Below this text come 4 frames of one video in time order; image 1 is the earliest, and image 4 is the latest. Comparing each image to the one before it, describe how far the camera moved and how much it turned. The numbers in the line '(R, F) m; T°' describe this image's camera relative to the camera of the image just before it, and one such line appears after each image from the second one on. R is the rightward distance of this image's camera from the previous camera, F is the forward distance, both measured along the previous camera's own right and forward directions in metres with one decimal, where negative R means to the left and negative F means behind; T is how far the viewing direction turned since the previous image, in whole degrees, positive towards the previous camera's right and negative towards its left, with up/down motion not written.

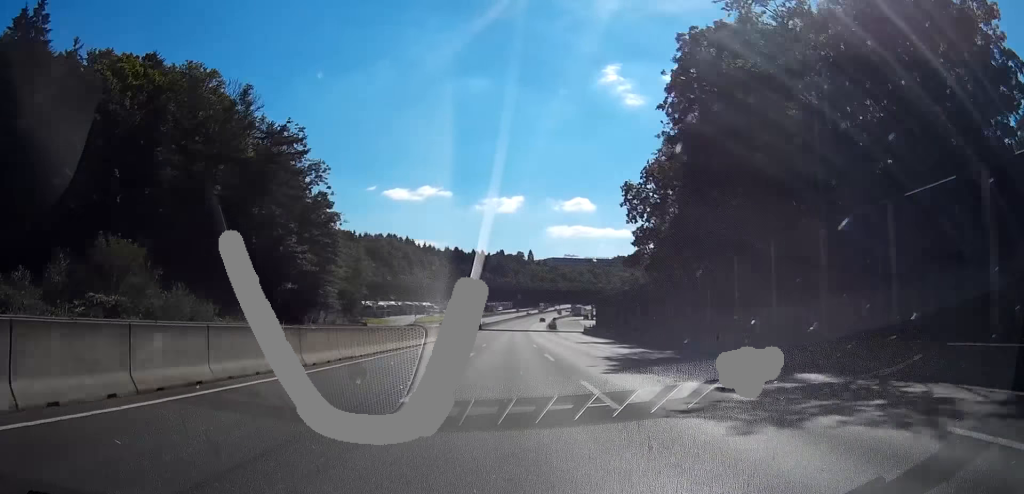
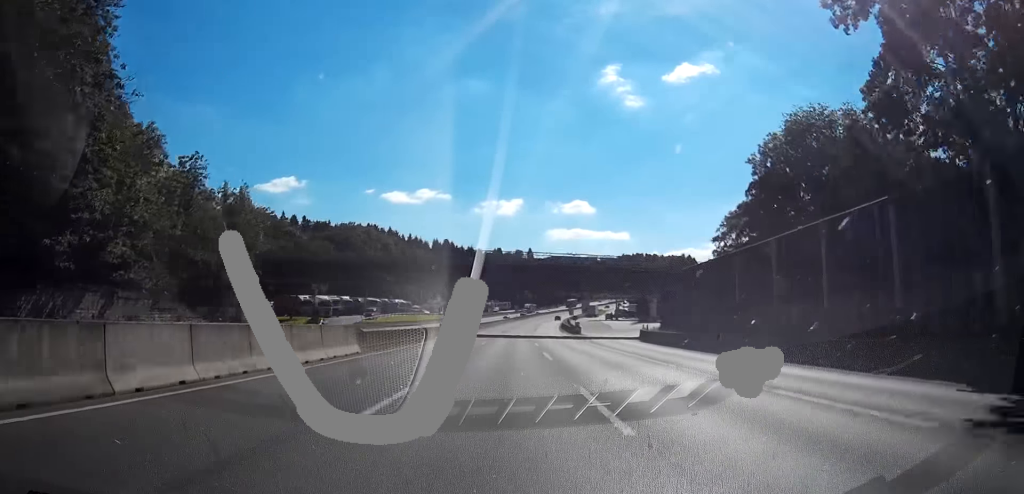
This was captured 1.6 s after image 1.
(+0.3, +55.8) m; +1°
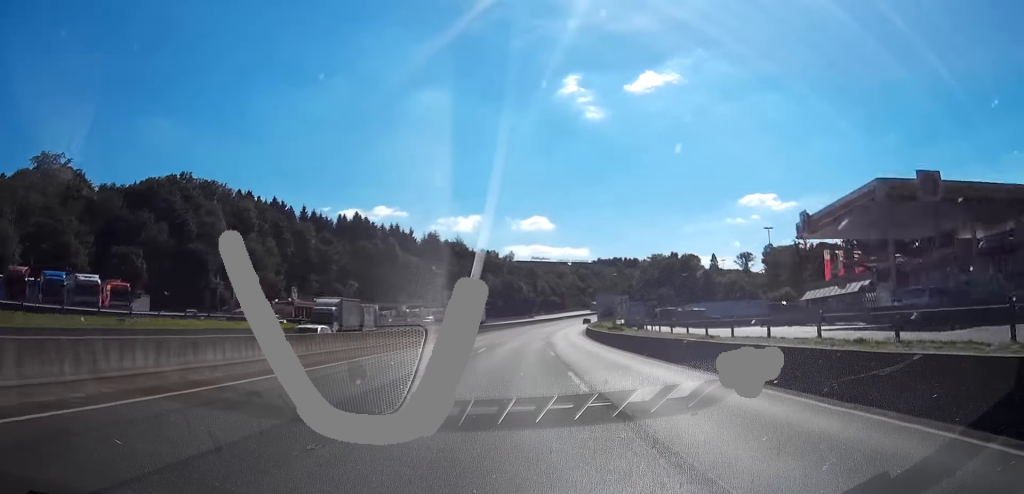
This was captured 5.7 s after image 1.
(+5.7, +136.7) m; +3°
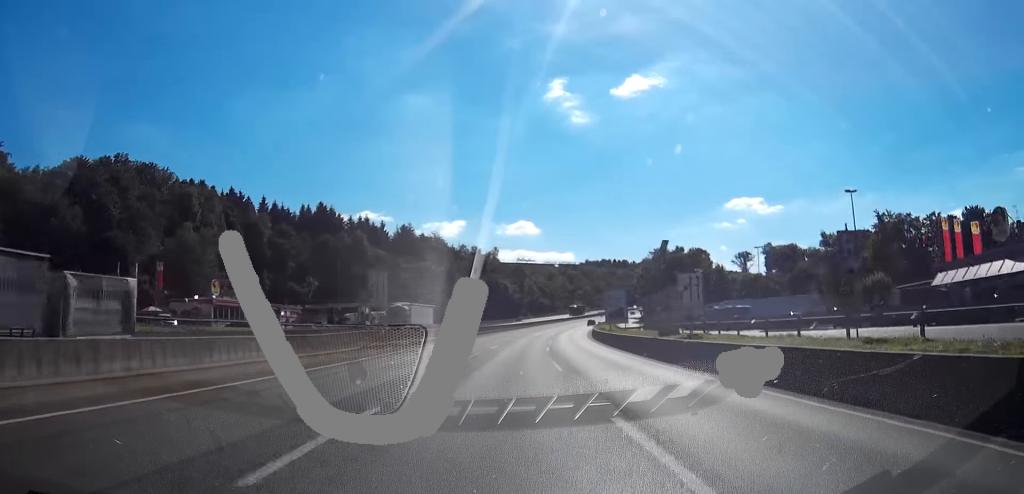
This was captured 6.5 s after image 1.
(-0.3, +28.5) m; +1°
